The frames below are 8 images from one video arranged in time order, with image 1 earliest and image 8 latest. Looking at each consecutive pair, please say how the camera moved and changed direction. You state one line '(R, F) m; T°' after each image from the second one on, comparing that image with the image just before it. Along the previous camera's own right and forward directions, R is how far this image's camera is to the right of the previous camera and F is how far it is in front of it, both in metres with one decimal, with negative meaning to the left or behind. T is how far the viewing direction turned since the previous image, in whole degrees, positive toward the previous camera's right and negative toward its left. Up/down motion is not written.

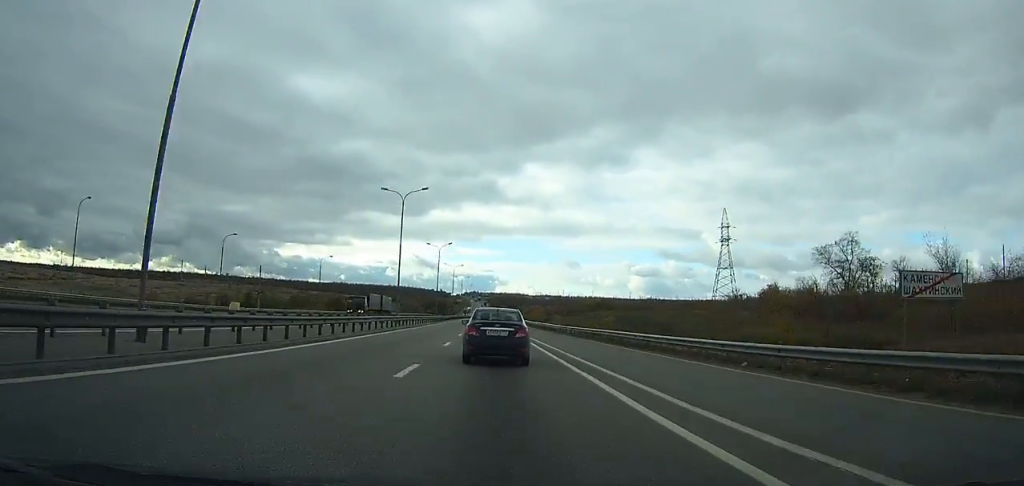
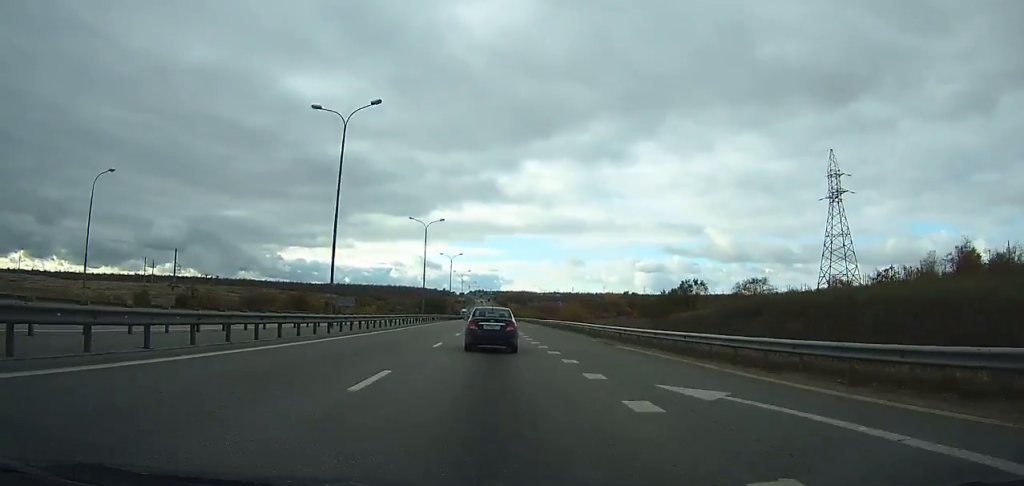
(-0.7, +63.6) m; -1°
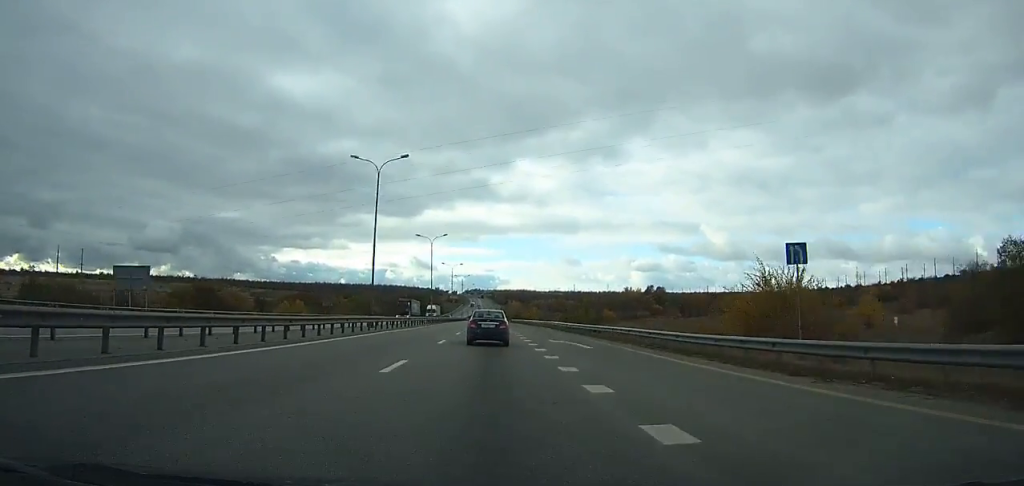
(0.0, +69.0) m; 0°
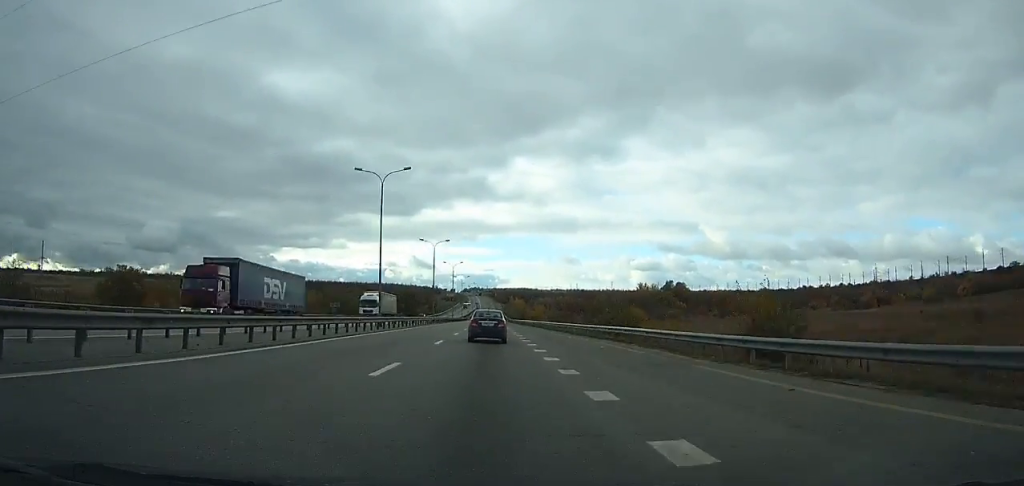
(+0.2, +37.1) m; 0°
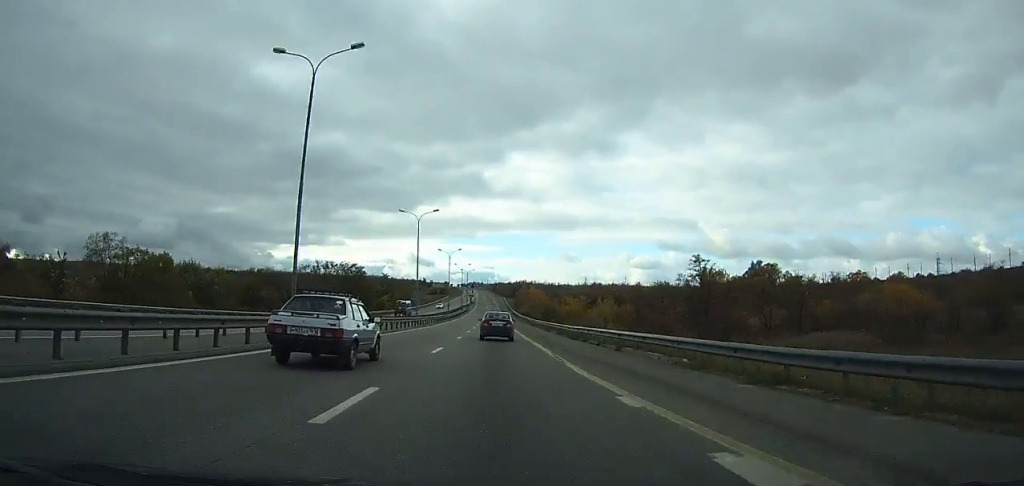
(+0.1, +98.1) m; 0°
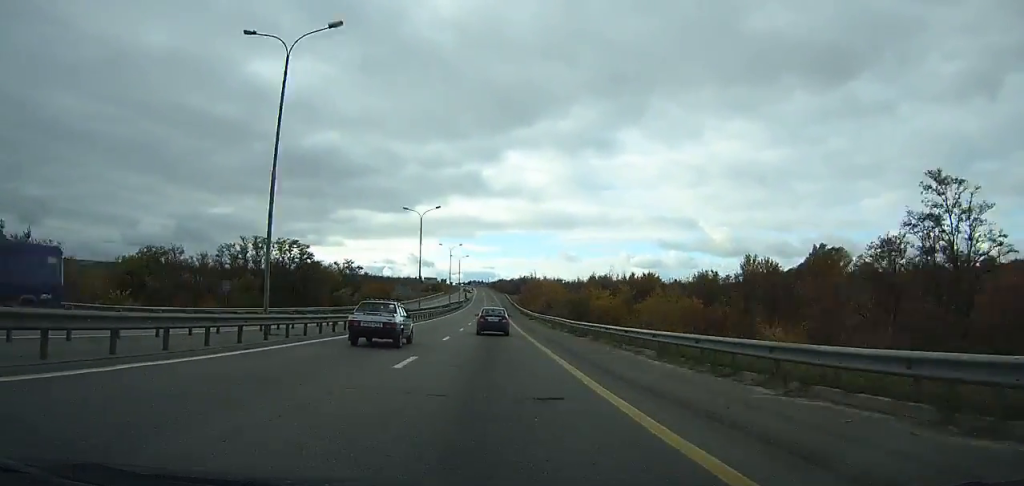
(+0.2, +40.7) m; 0°
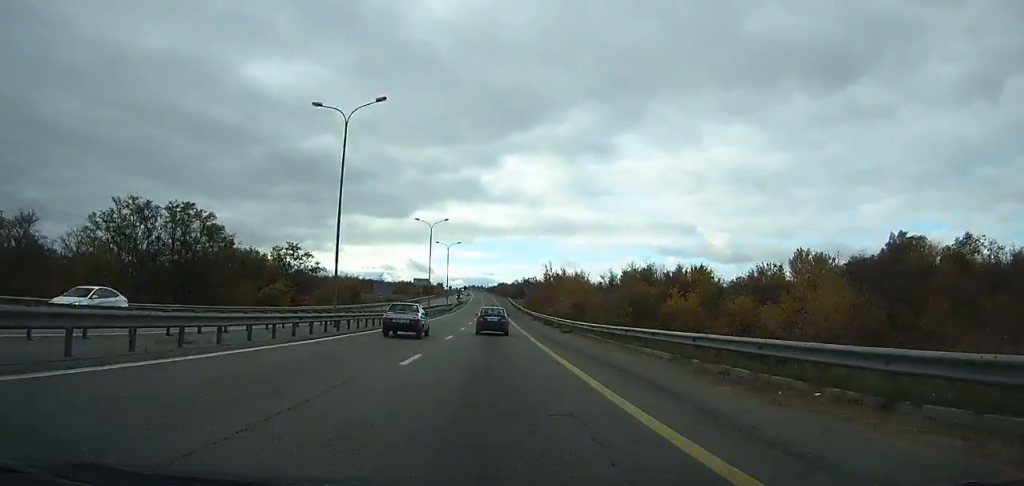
(0.0, +33.9) m; 0°
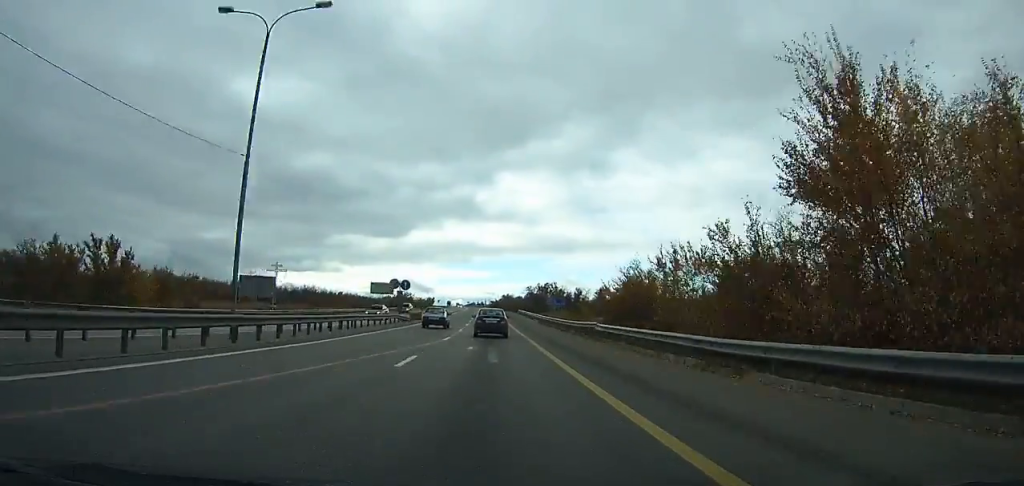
(-0.4, +80.5) m; -1°
